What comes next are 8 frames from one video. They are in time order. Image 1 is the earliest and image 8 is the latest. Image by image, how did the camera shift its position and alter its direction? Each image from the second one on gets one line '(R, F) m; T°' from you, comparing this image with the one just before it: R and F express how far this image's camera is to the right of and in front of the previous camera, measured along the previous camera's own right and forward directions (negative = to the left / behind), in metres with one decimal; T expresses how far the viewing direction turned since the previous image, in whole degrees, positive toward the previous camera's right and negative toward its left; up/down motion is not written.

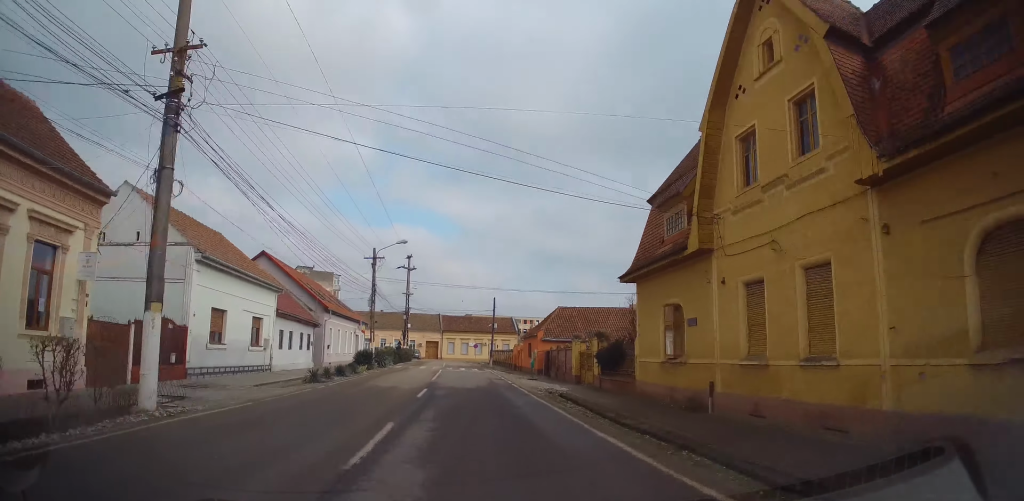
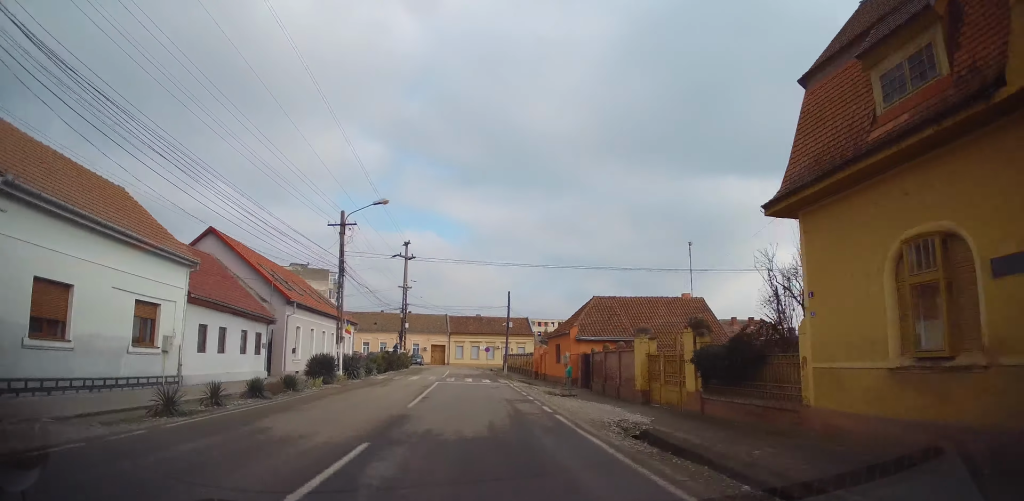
(-0.4, +11.0) m; -2°
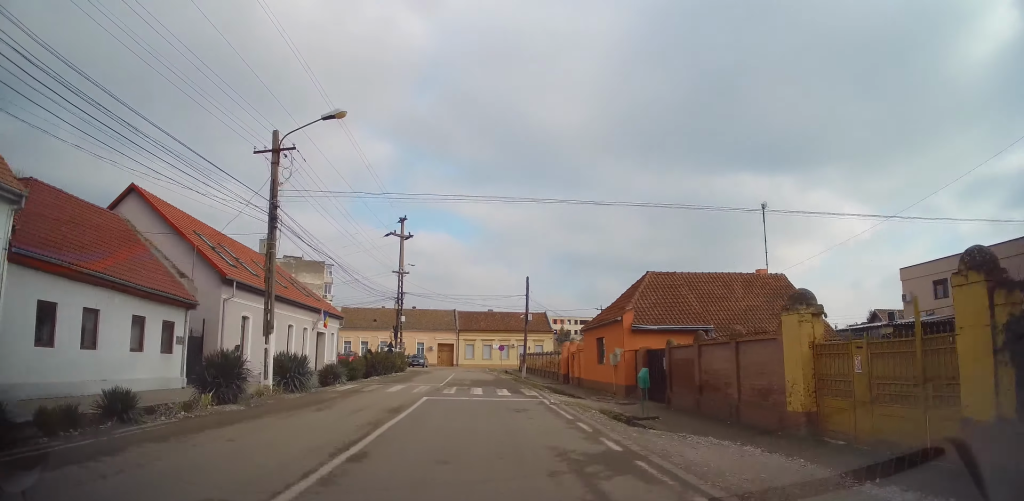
(-0.1, +10.0) m; 0°
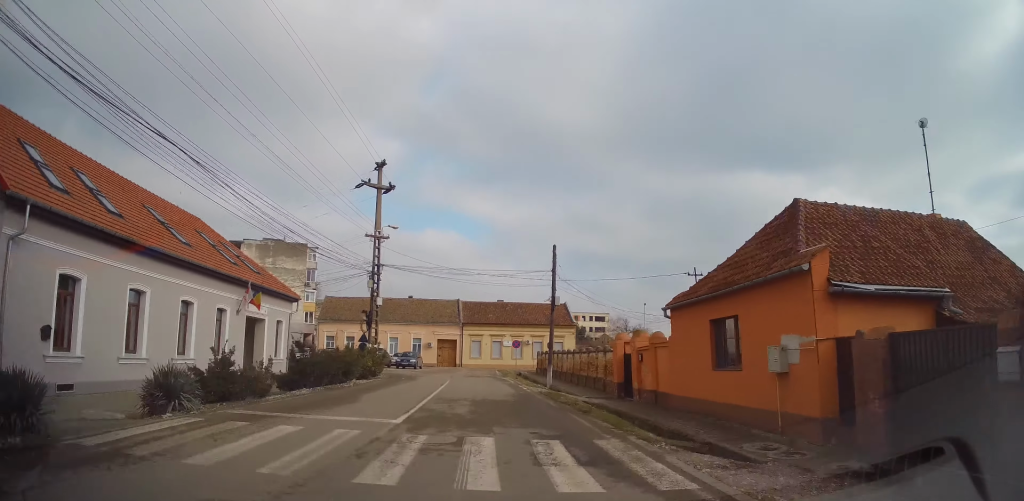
(0.0, +13.1) m; 0°
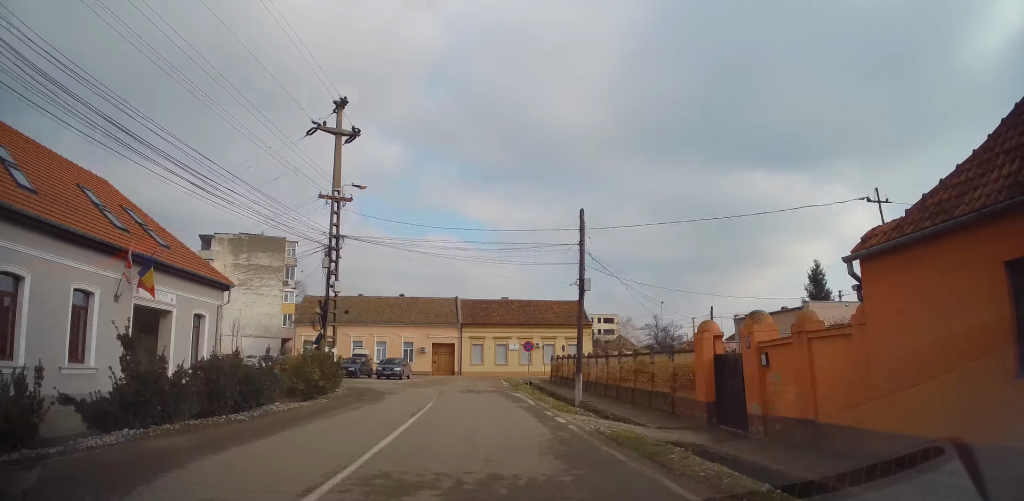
(0.0, +9.2) m; +1°
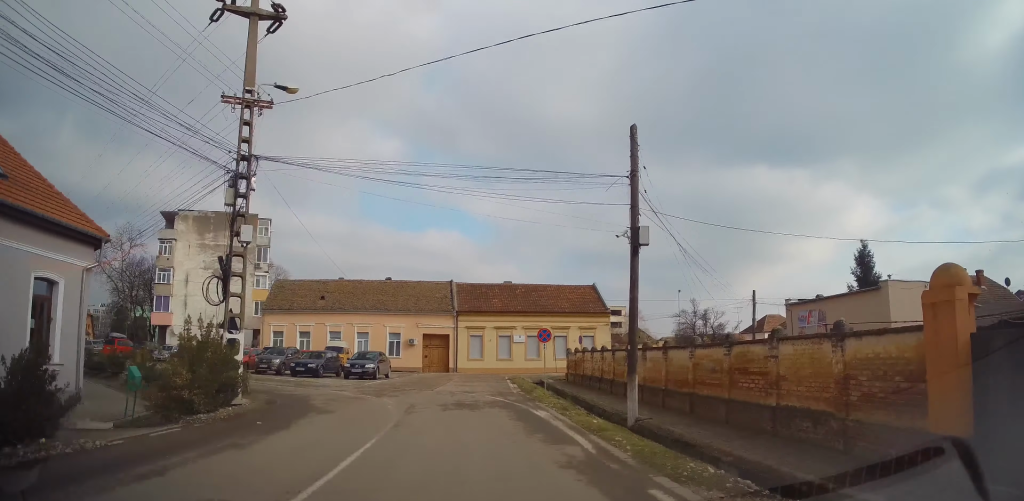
(+0.2, +8.8) m; -2°
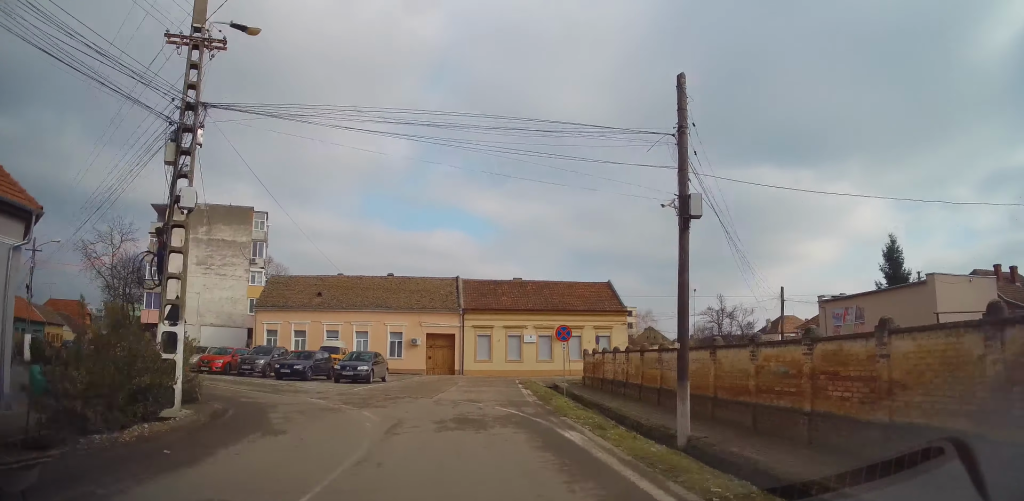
(-0.2, +3.3) m; -1°
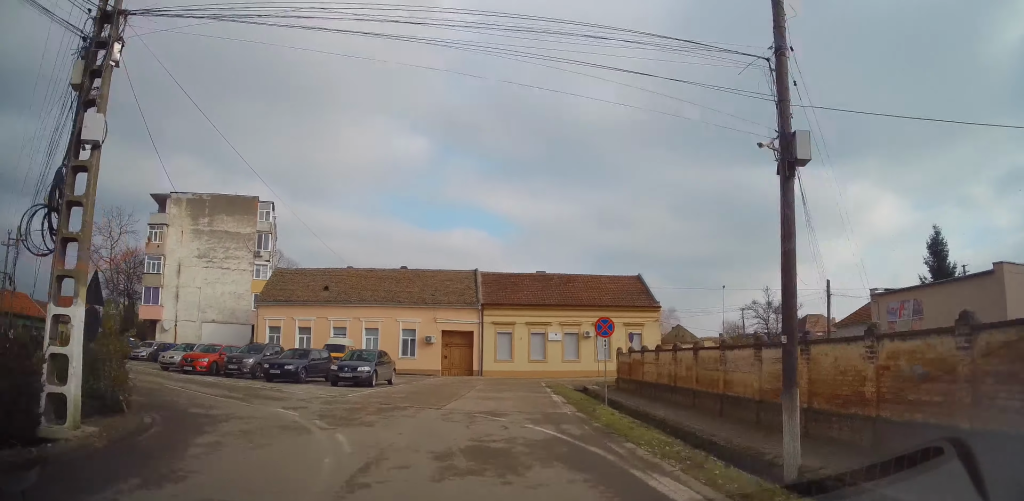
(-0.2, +3.9) m; -2°
